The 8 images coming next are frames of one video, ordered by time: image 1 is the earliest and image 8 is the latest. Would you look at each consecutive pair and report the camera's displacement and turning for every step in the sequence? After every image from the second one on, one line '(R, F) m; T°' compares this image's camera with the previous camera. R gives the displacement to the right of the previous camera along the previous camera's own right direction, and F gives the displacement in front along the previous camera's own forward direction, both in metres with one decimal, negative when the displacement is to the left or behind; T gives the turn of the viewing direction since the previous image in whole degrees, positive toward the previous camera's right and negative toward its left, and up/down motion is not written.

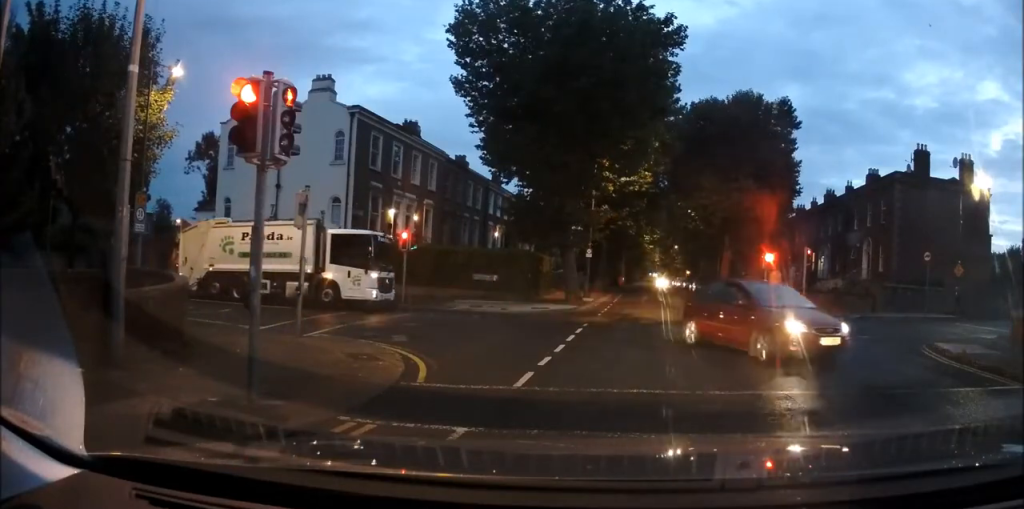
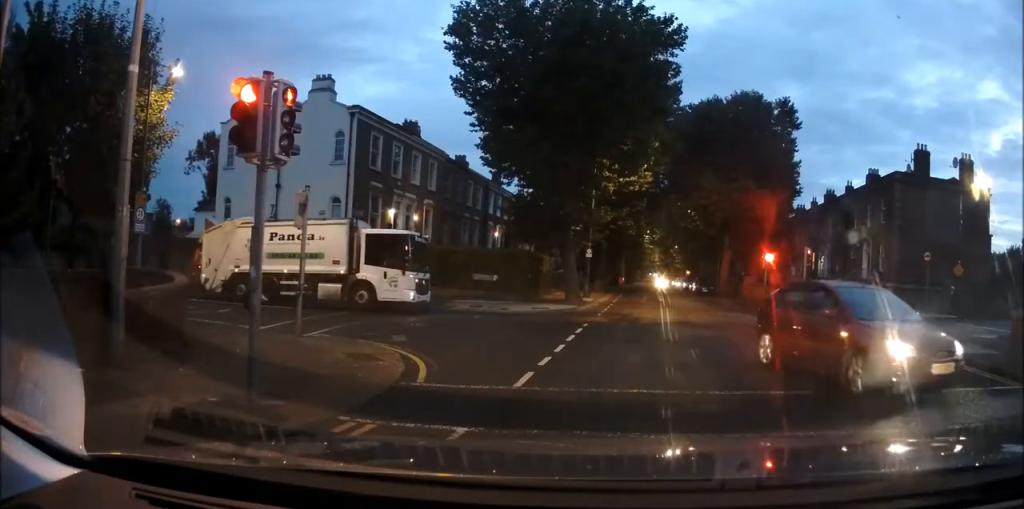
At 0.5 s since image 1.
(0.0, 0.0) m; 0°
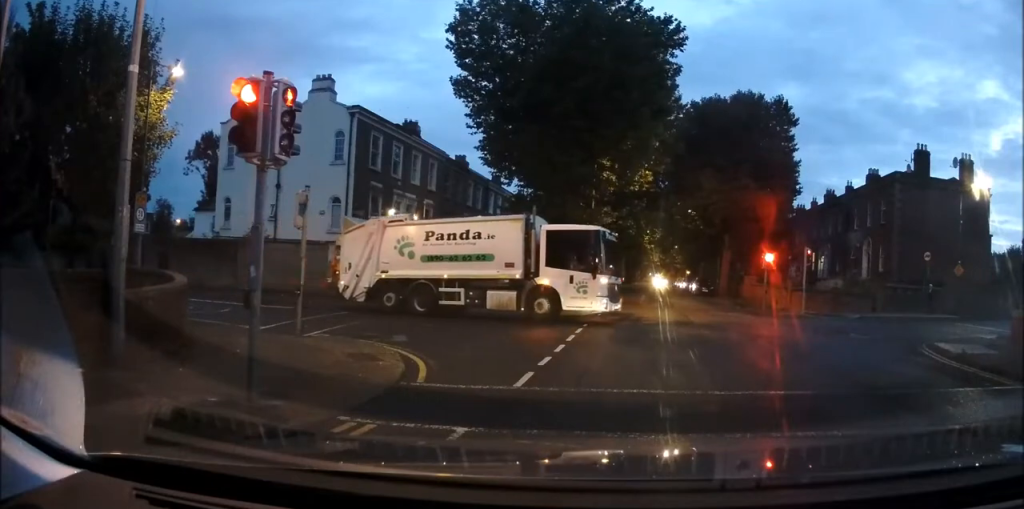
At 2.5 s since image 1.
(0.0, 0.0) m; 0°
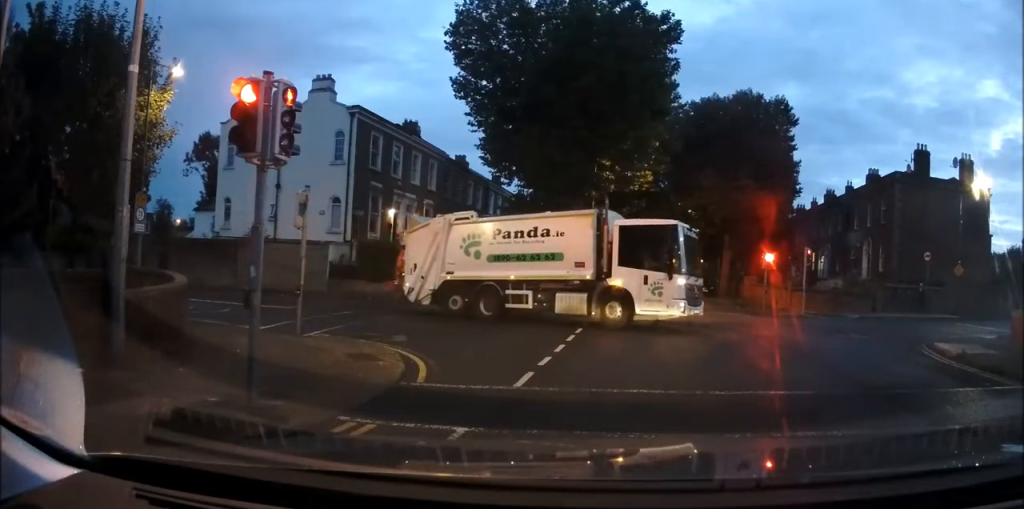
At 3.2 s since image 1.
(0.0, 0.0) m; 0°
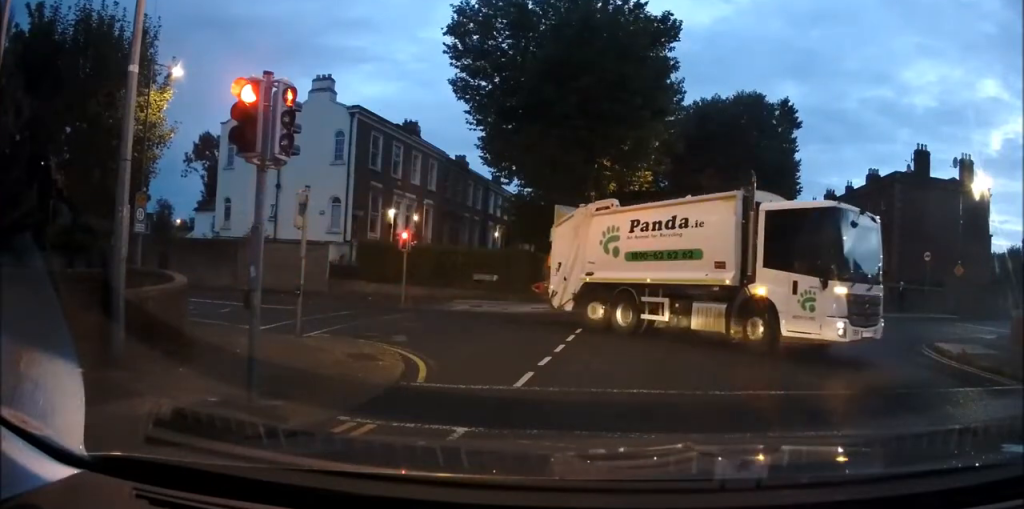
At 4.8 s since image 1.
(0.0, 0.0) m; 0°
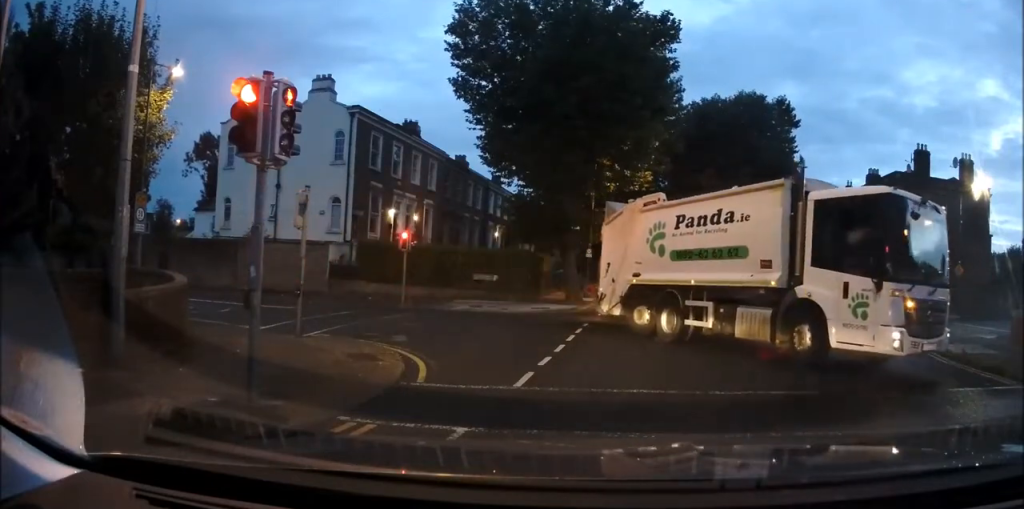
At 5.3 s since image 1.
(0.0, 0.0) m; 0°
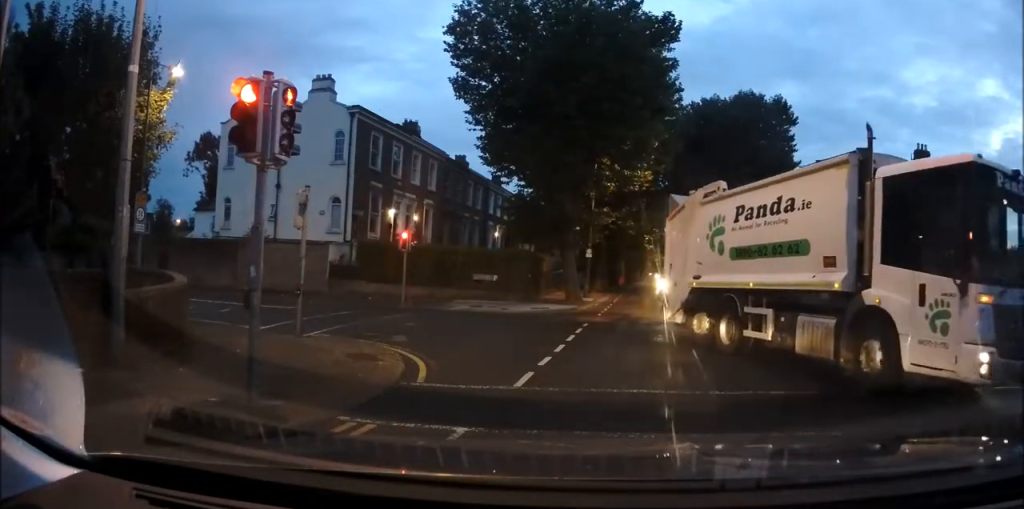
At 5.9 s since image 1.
(0.0, 0.0) m; 0°
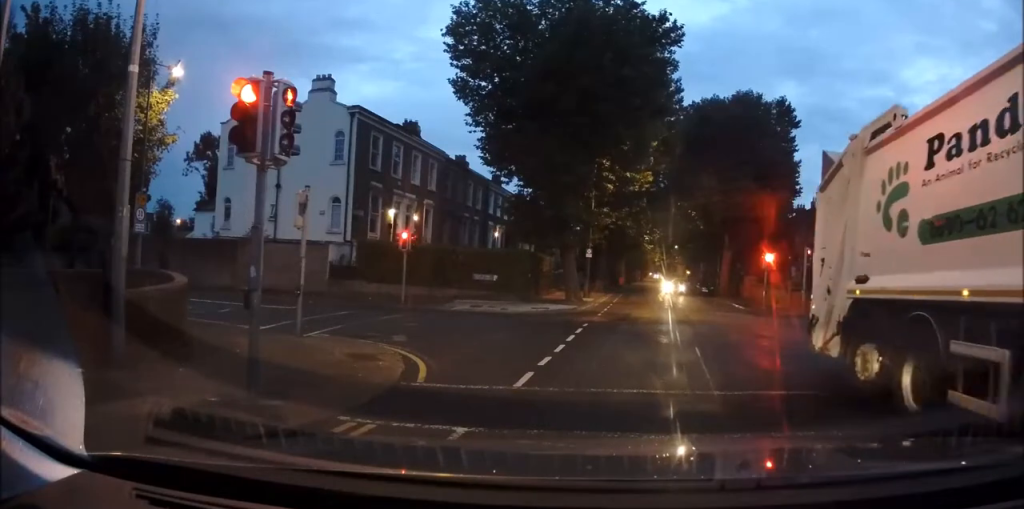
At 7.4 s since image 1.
(0.0, 0.0) m; 0°
